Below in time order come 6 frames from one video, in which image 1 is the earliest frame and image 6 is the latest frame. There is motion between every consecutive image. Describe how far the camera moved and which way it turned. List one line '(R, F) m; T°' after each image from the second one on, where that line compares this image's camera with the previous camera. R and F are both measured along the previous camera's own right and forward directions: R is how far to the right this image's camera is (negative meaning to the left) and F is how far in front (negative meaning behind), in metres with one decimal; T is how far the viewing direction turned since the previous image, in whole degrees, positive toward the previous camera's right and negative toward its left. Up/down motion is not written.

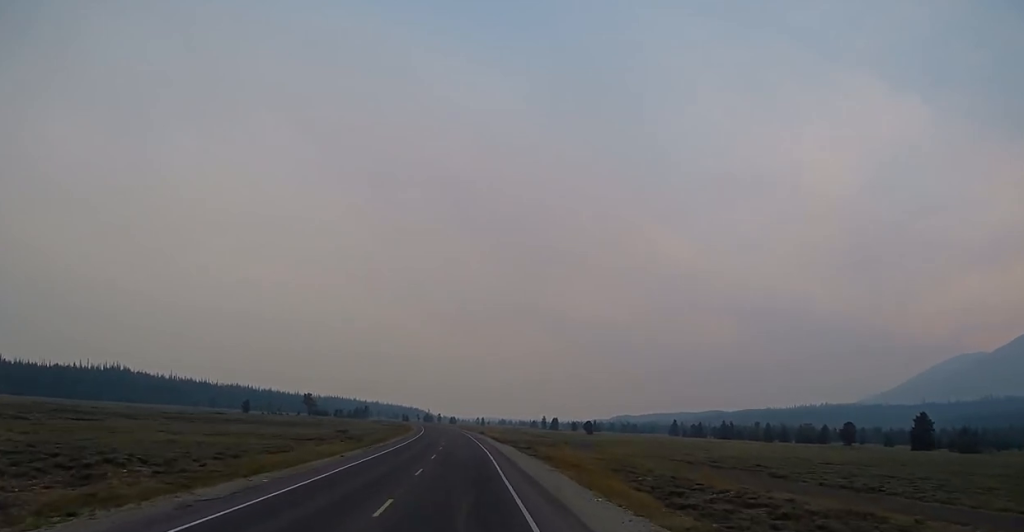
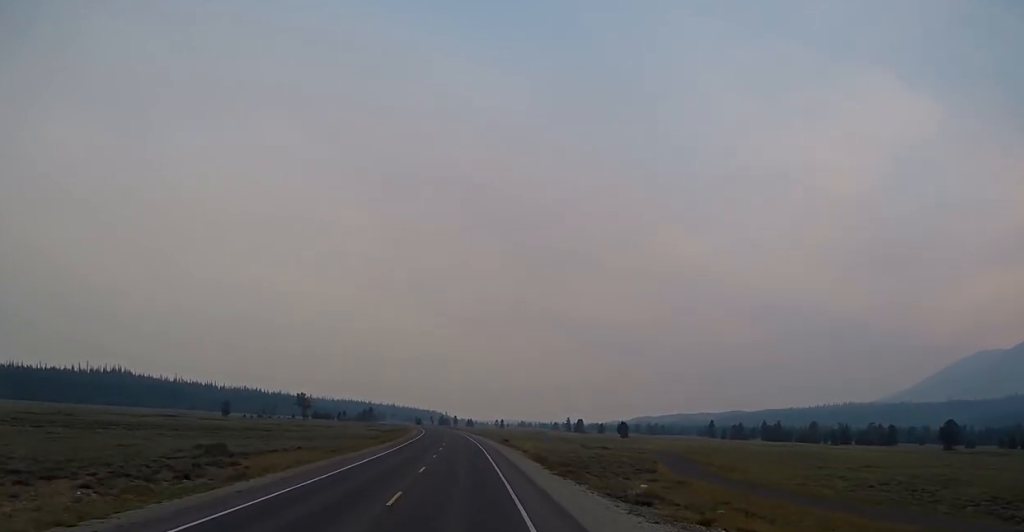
(-0.8, +45.5) m; -3°
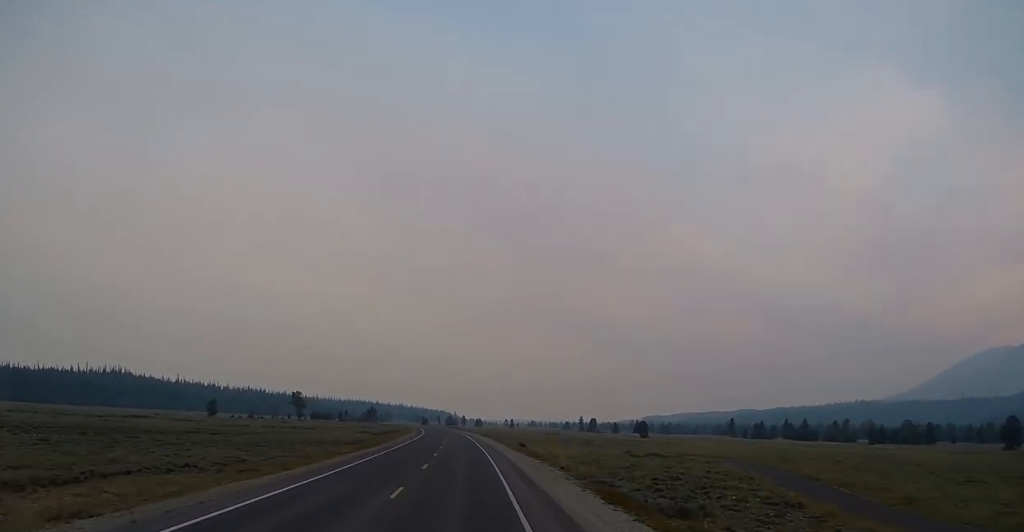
(-0.3, +22.1) m; -1°
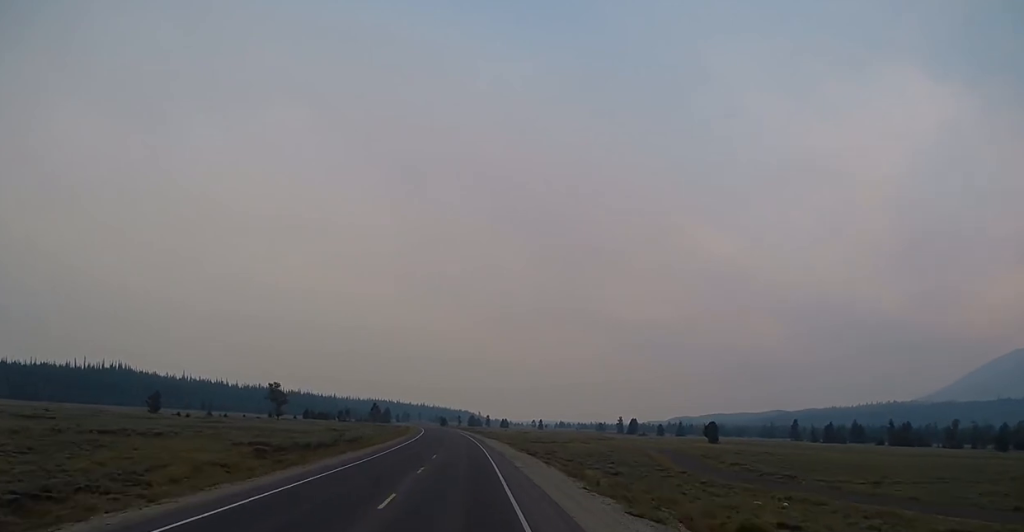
(-0.1, +64.2) m; -1°
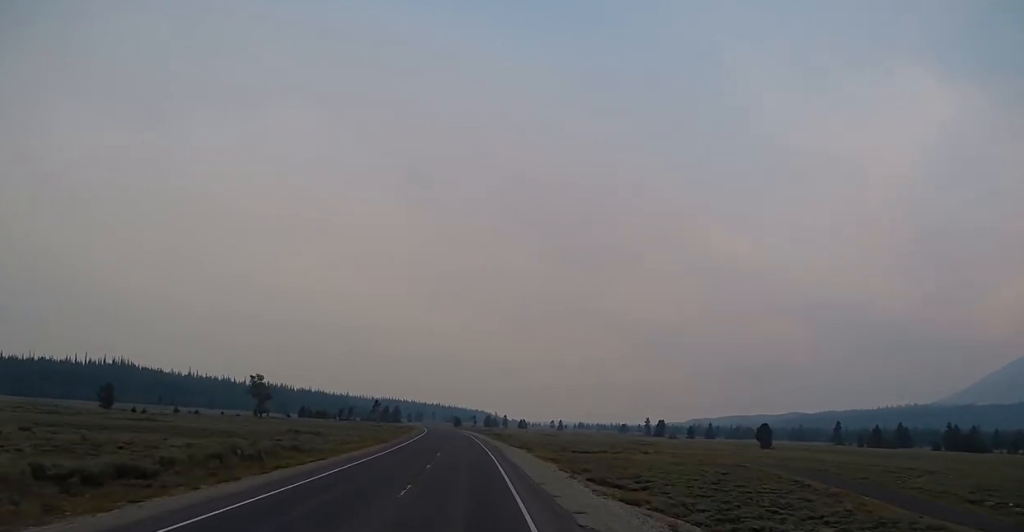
(-0.7, +32.7) m; -1°
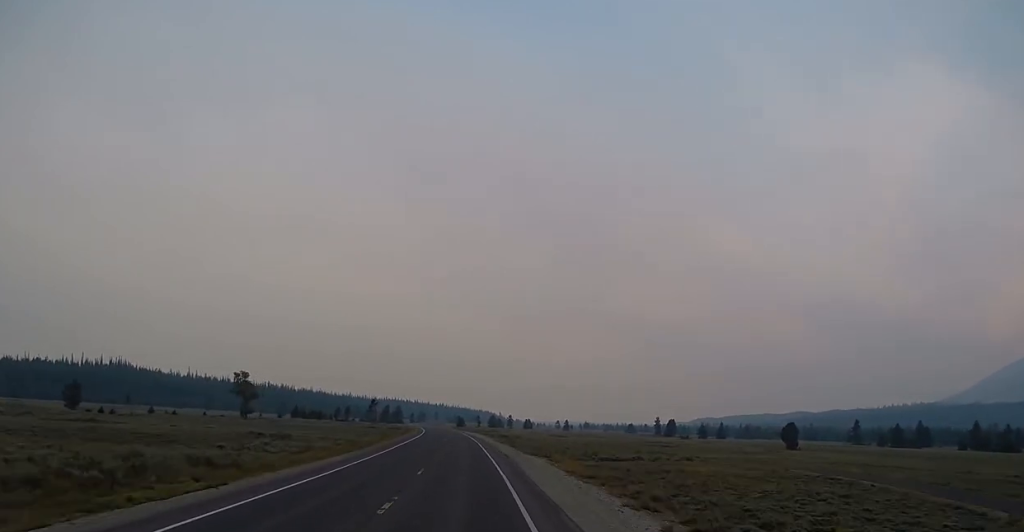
(+0.3, +15.8) m; 0°
